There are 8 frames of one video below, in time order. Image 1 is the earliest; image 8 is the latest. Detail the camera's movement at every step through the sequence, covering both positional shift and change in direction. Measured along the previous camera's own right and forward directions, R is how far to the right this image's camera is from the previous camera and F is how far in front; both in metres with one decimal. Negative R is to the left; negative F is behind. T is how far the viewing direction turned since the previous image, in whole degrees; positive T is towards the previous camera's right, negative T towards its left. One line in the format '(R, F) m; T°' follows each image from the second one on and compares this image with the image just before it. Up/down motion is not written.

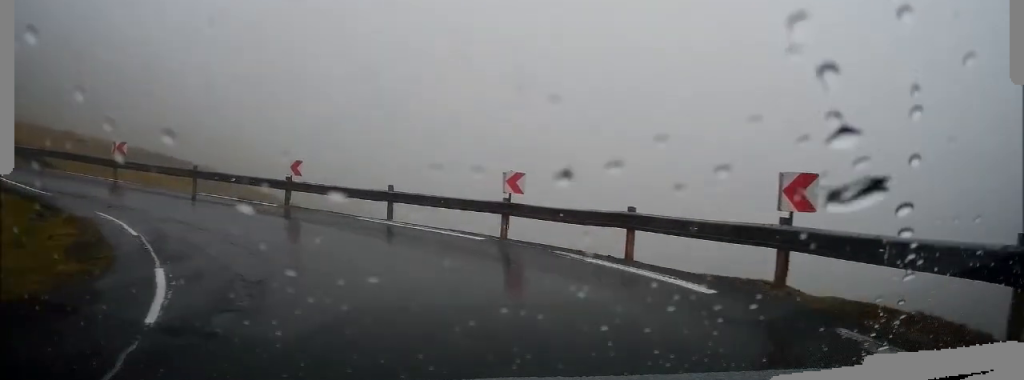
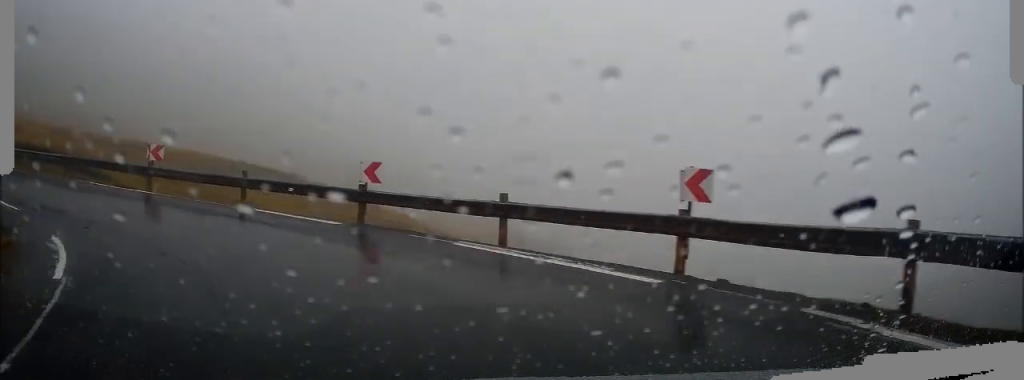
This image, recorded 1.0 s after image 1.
(-0.6, +4.6) m; -9°
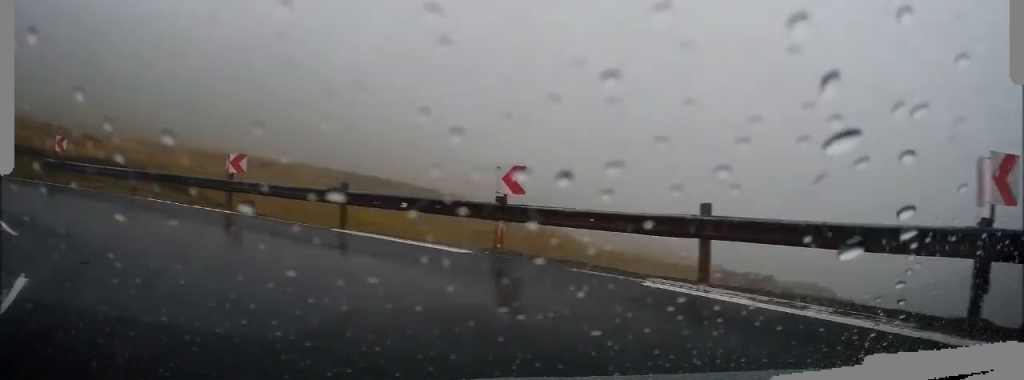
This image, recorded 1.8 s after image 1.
(0.0, +3.3) m; -5°
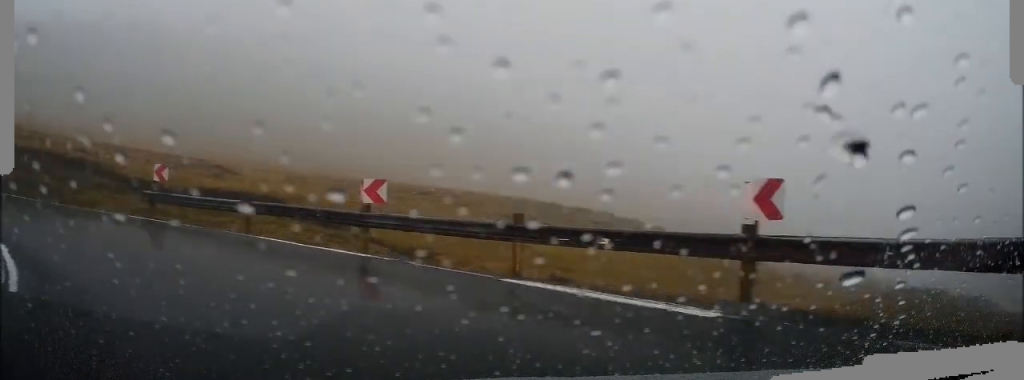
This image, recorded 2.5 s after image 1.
(-0.2, +3.2) m; -7°
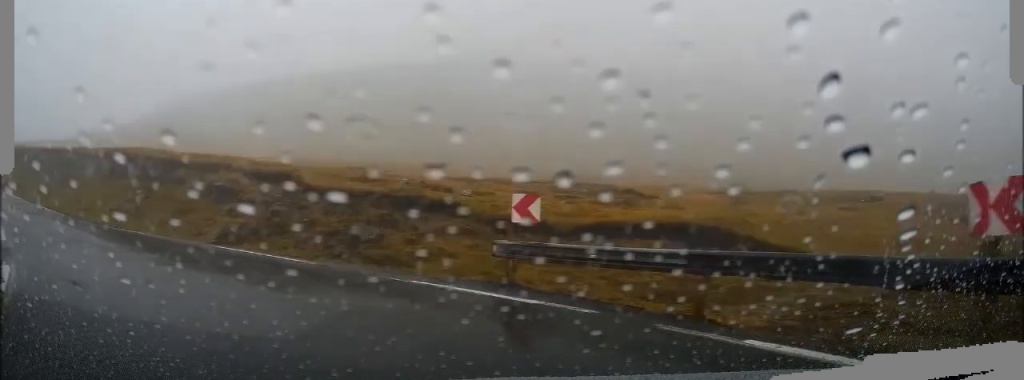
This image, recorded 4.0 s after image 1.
(-1.1, +7.1) m; -26°
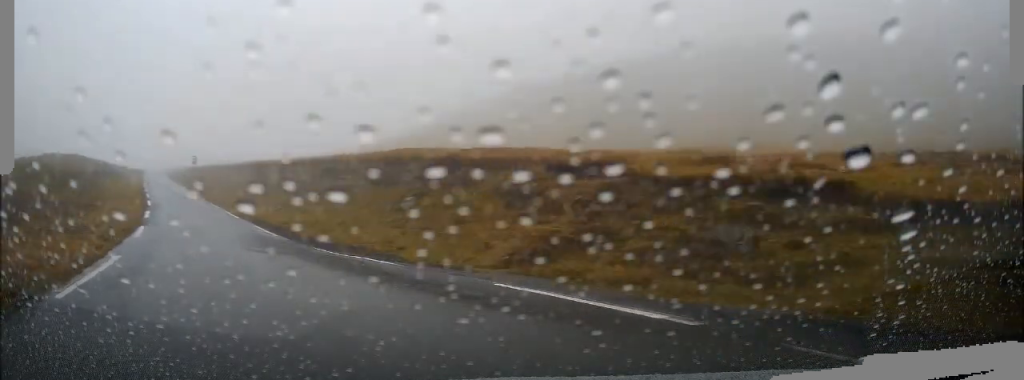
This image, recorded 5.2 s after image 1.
(-1.5, +4.9) m; -34°
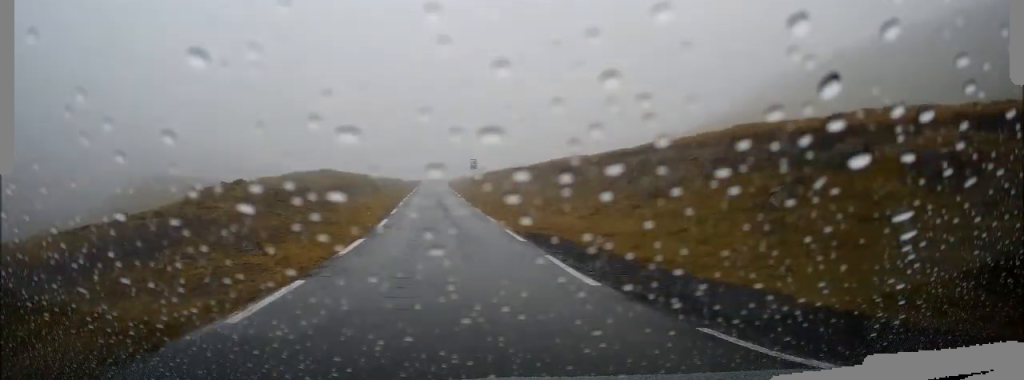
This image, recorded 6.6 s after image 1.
(-2.4, +6.1) m; -38°
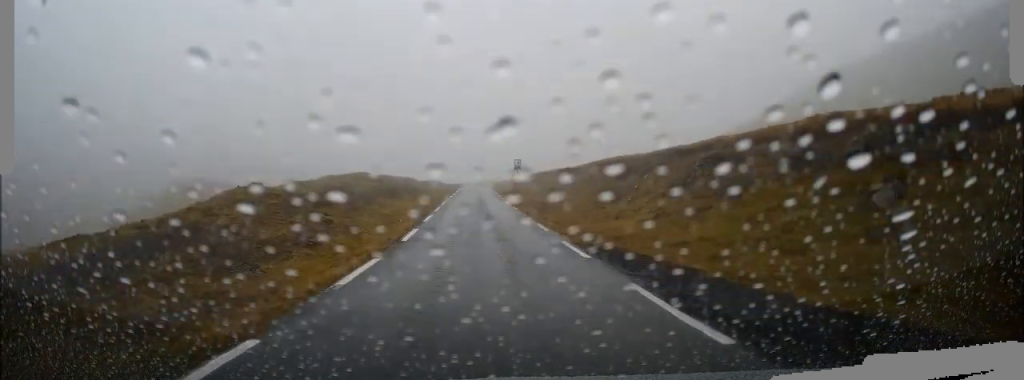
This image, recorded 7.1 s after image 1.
(-0.2, +2.6) m; -10°
